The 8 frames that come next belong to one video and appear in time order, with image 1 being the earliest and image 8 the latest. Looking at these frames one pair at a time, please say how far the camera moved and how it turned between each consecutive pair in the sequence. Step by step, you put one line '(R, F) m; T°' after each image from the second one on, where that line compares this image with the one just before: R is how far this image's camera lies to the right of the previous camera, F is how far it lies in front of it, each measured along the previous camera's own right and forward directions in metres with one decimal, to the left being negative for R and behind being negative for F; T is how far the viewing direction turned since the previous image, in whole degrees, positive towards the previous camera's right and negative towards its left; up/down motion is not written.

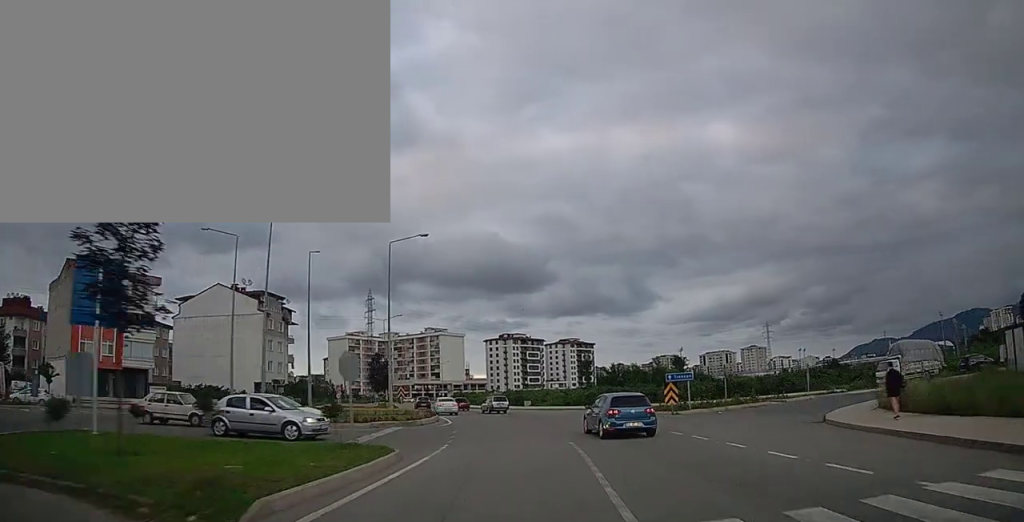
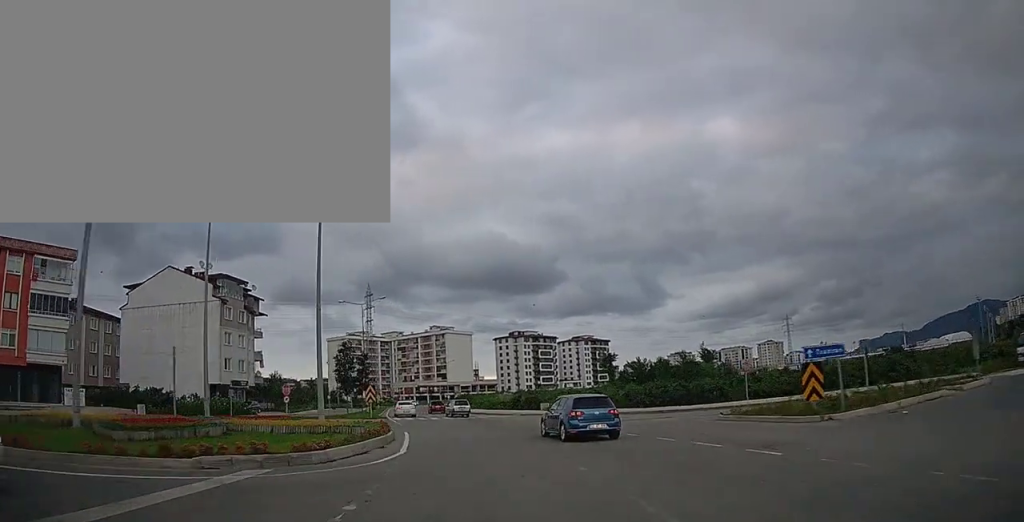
(+0.3, +15.5) m; 0°
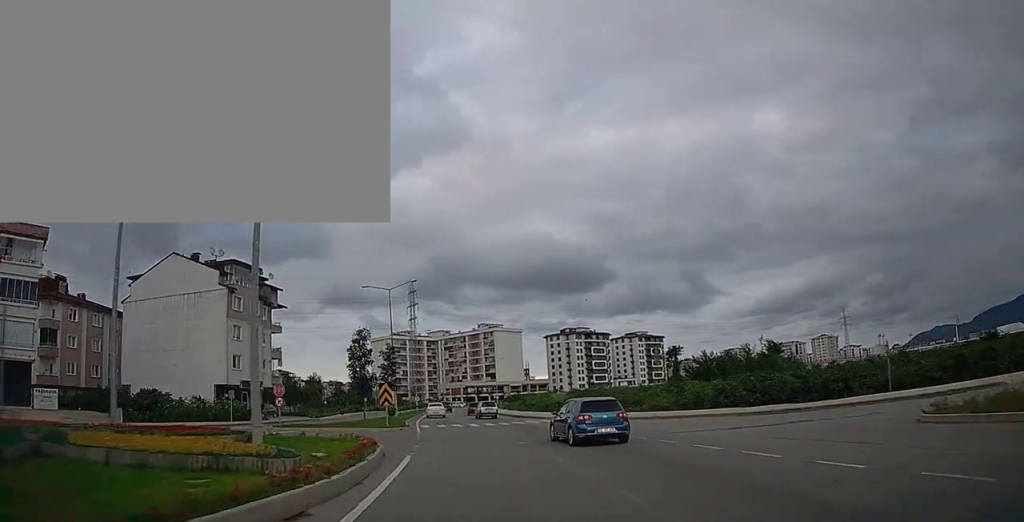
(0.0, +10.0) m; -3°
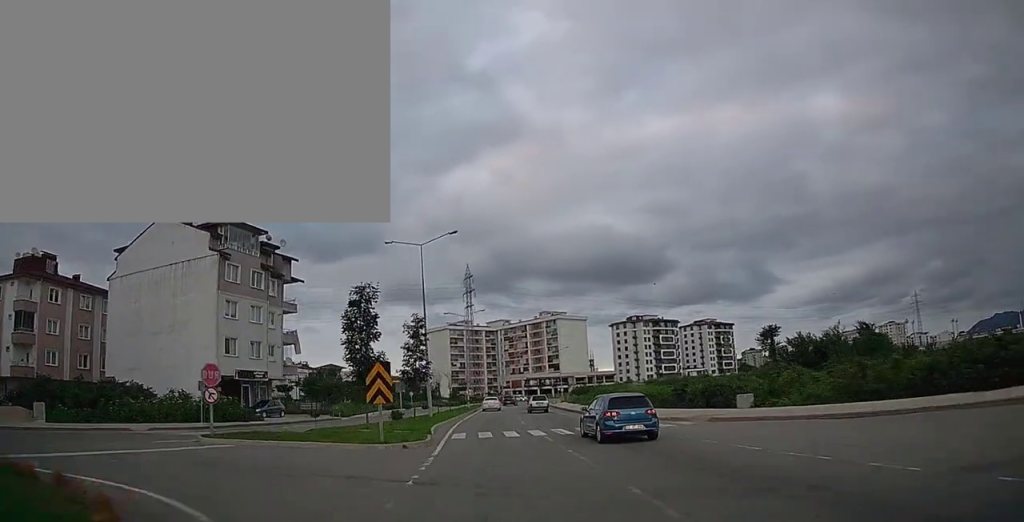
(-0.7, +13.6) m; -6°
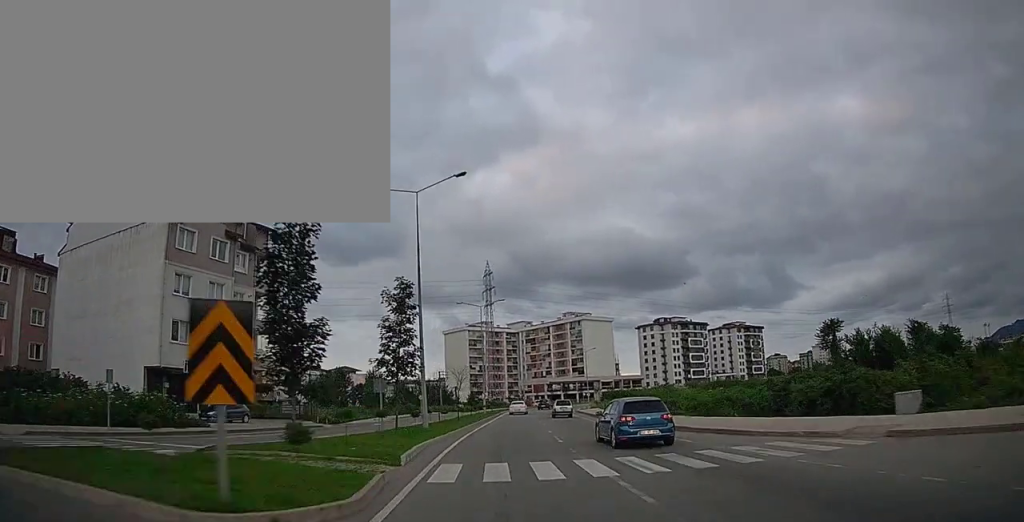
(-0.4, +10.5) m; -3°
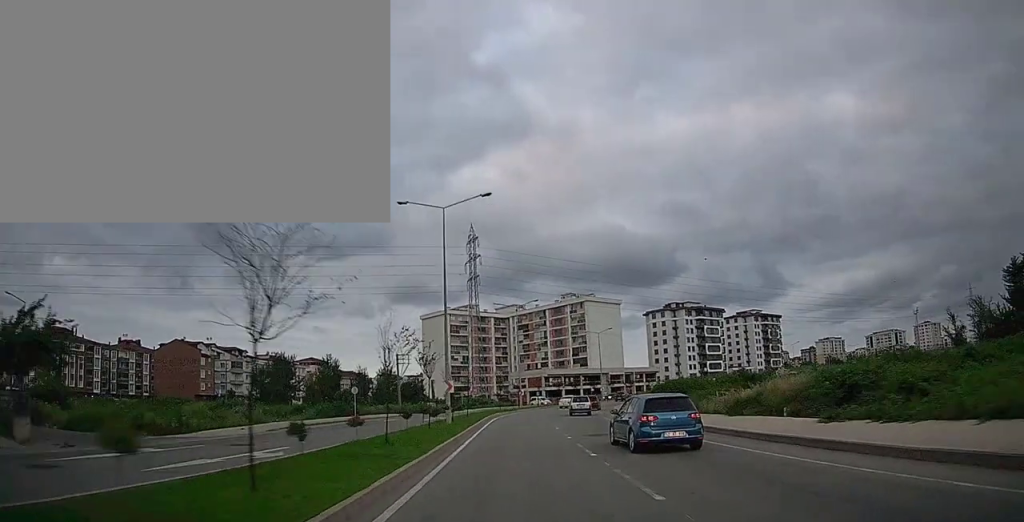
(-0.7, +29.6) m; -1°
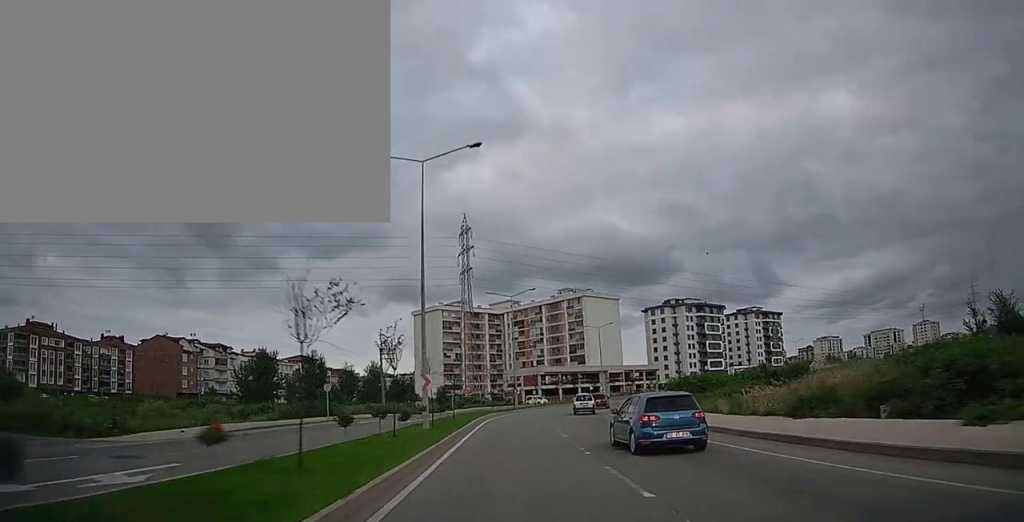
(+0.1, +6.0) m; +1°
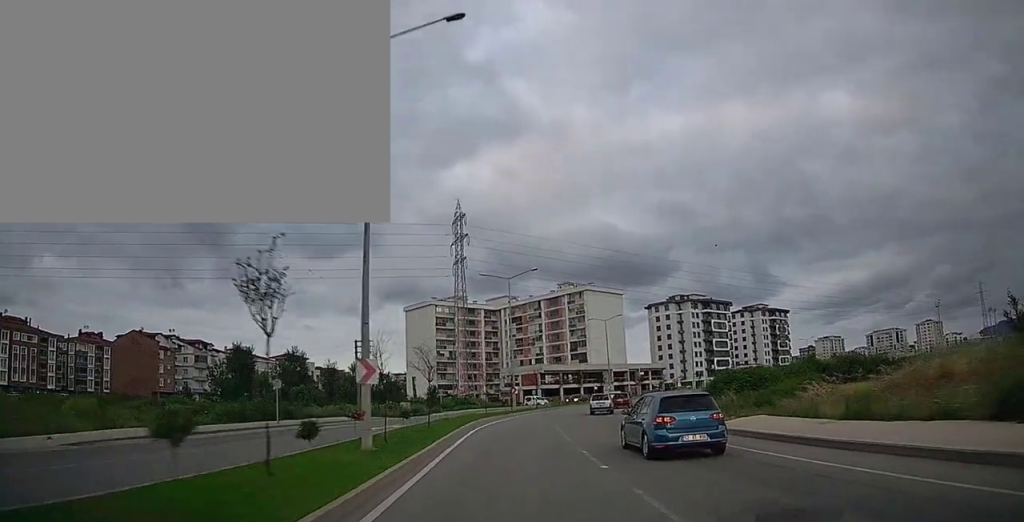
(0.0, +9.1) m; +1°
